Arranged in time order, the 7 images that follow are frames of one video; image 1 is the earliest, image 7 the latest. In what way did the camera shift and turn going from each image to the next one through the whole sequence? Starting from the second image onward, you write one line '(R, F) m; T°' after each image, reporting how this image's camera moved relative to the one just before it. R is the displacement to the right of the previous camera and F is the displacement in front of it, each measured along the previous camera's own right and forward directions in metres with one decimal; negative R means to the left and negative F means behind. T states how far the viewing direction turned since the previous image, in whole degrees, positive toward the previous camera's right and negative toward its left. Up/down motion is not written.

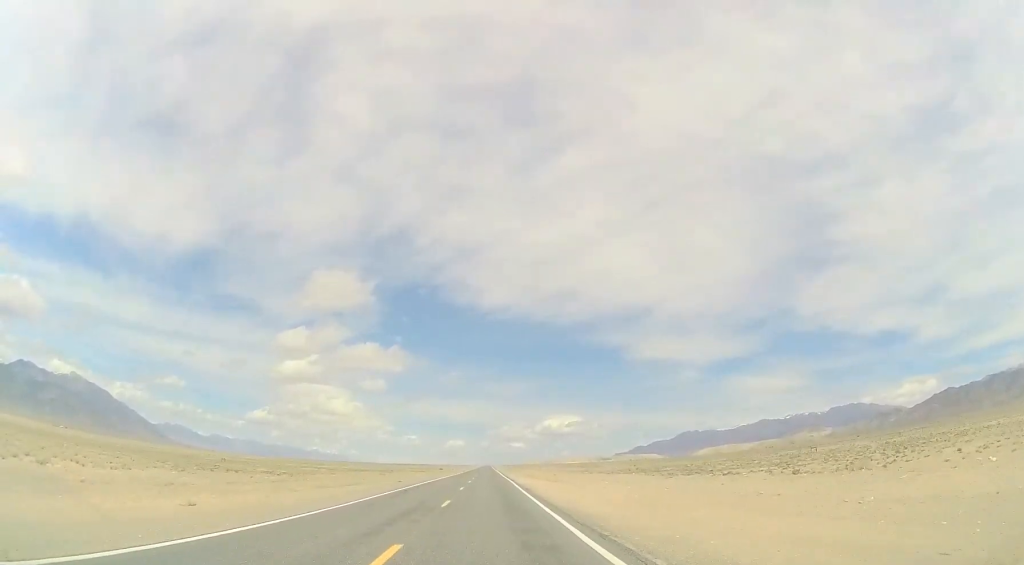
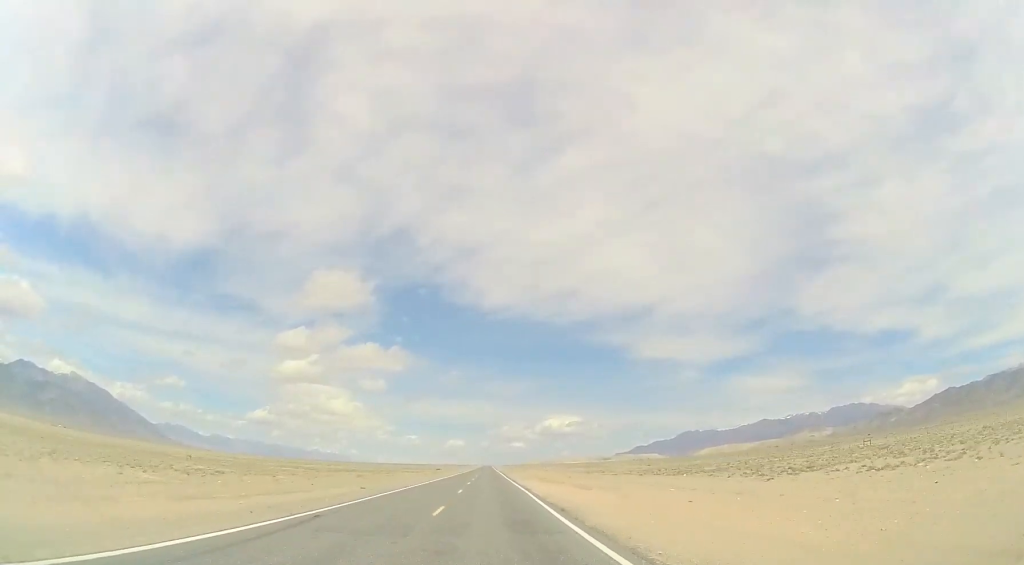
(-0.1, +17.5) m; -1°
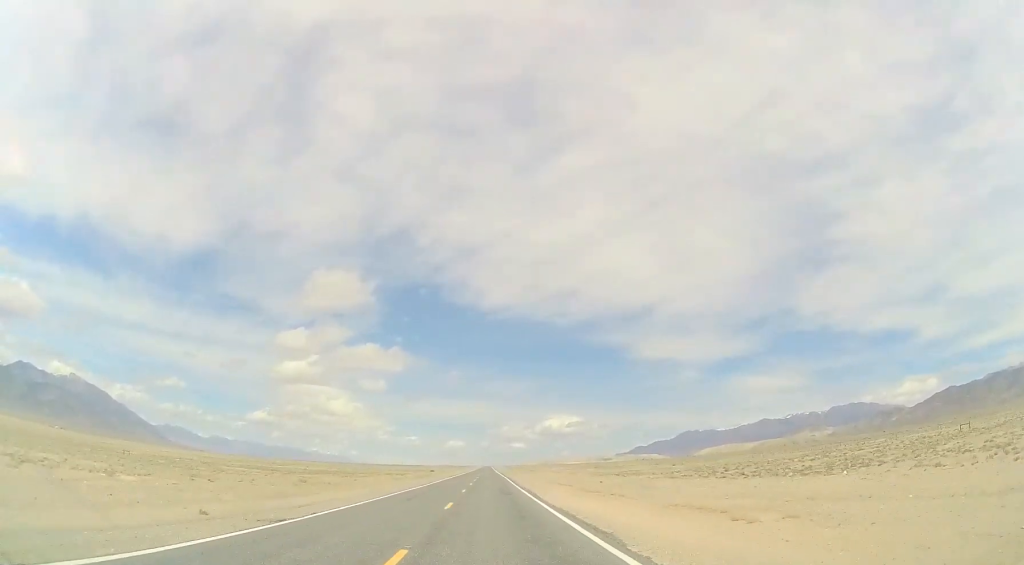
(-0.2, +23.8) m; 0°
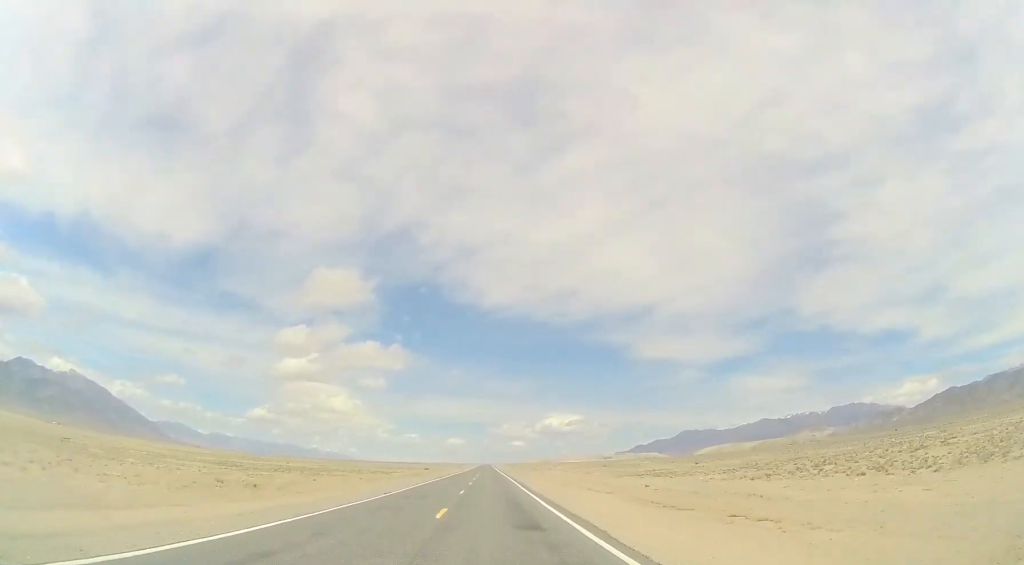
(-0.1, +17.6) m; 0°
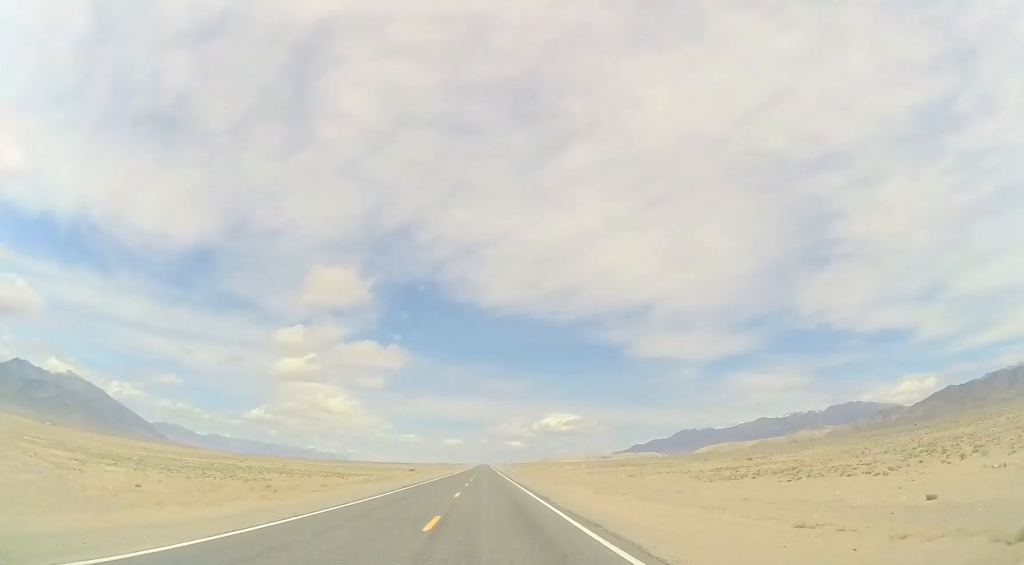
(+0.3, +30.3) m; 0°
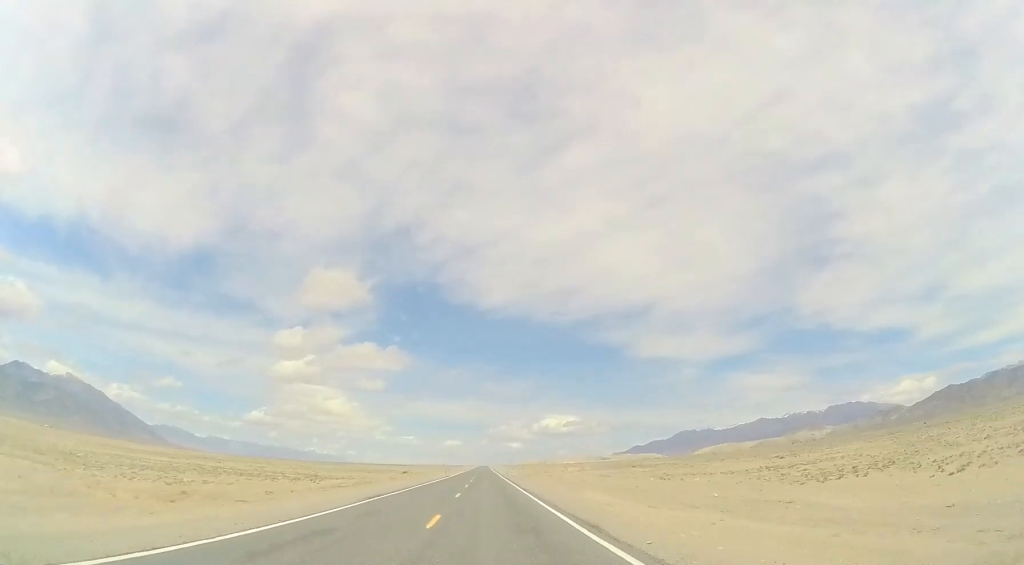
(-0.1, +12.7) m; 0°
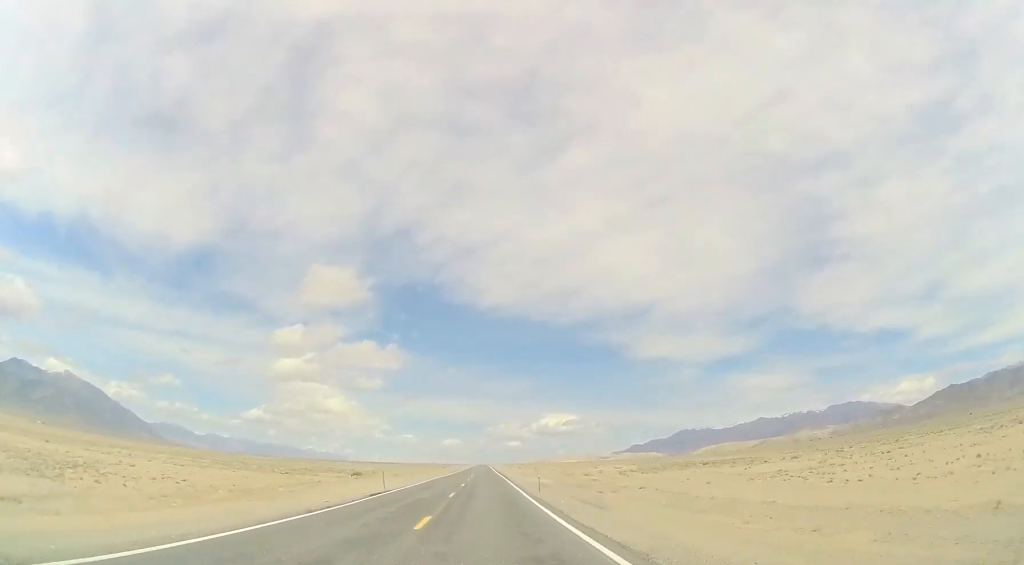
(+0.6, +55.4) m; 0°
